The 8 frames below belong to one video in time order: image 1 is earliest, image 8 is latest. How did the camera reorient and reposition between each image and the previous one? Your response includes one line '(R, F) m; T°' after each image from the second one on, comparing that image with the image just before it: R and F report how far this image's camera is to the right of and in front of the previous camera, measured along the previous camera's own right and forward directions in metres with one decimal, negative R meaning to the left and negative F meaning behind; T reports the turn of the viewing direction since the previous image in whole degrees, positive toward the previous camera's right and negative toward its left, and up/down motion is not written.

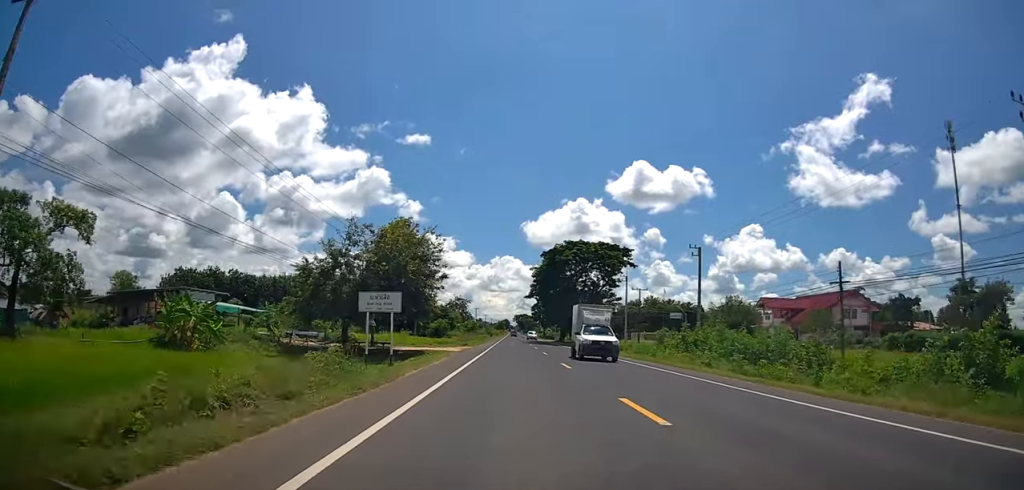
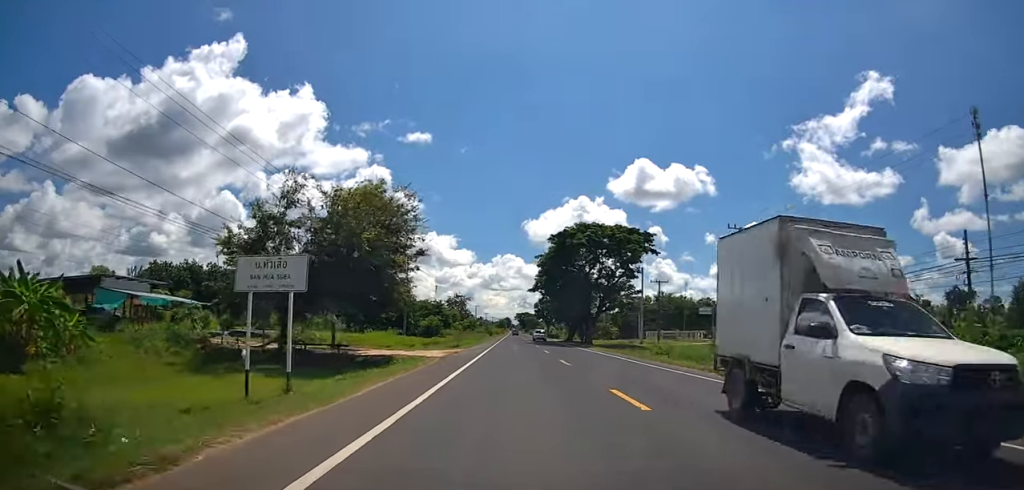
(-0.5, +11.0) m; 0°
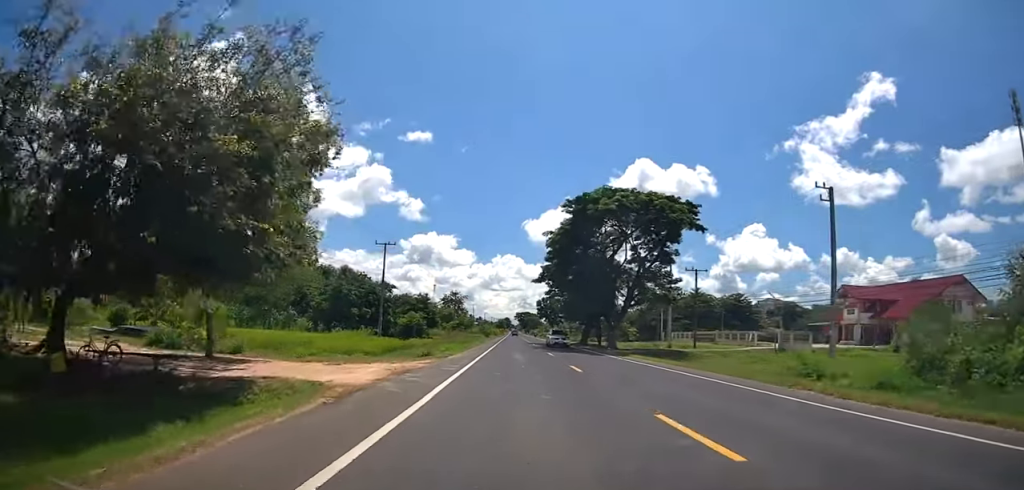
(-0.2, +15.7) m; +1°
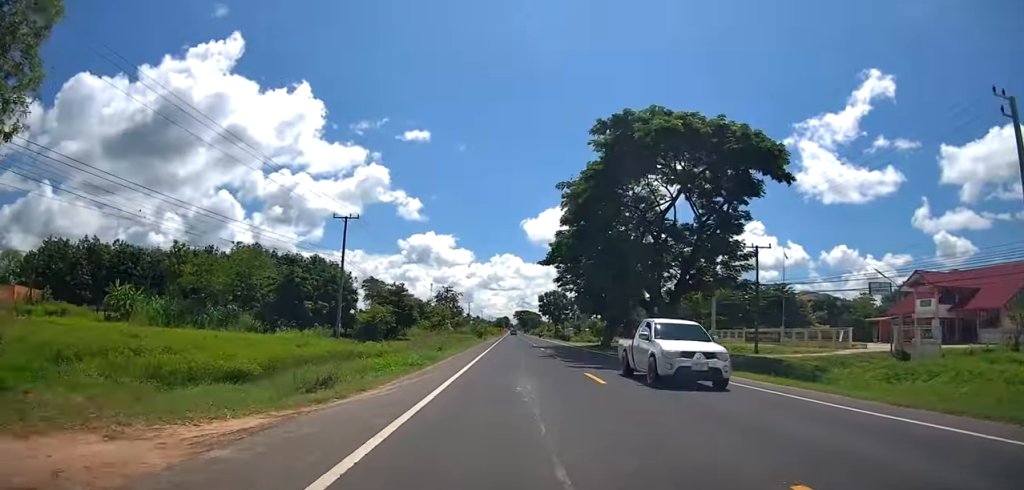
(+0.5, +16.4) m; +2°
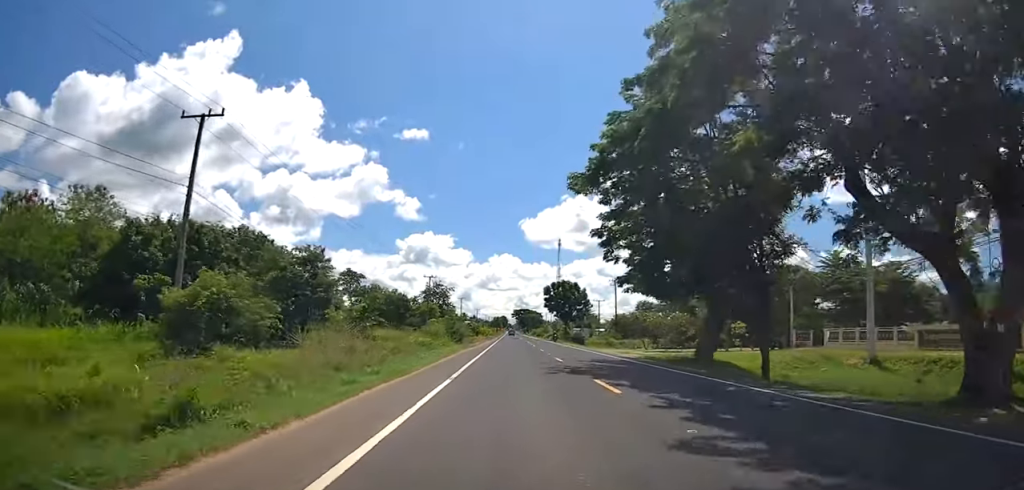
(0.0, +26.5) m; 0°
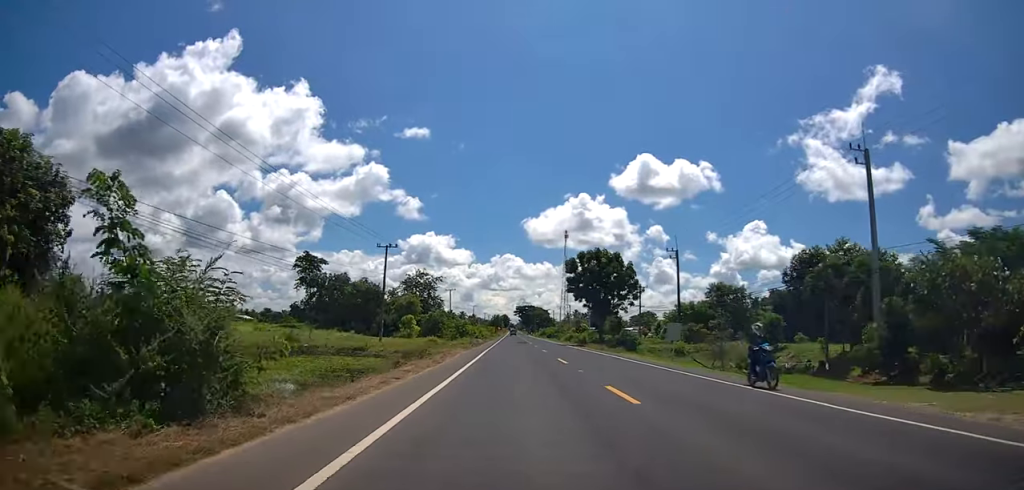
(+0.1, +38.6) m; 0°
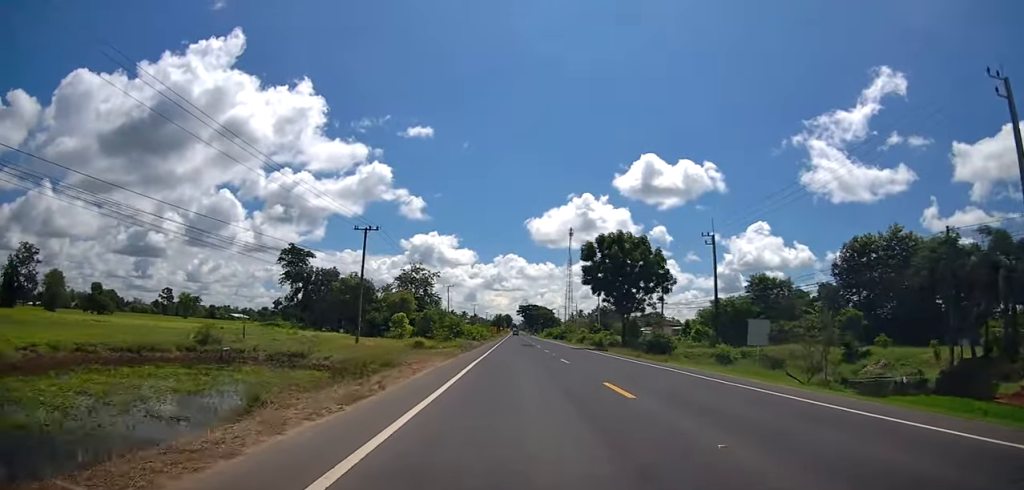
(0.0, +11.5) m; 0°
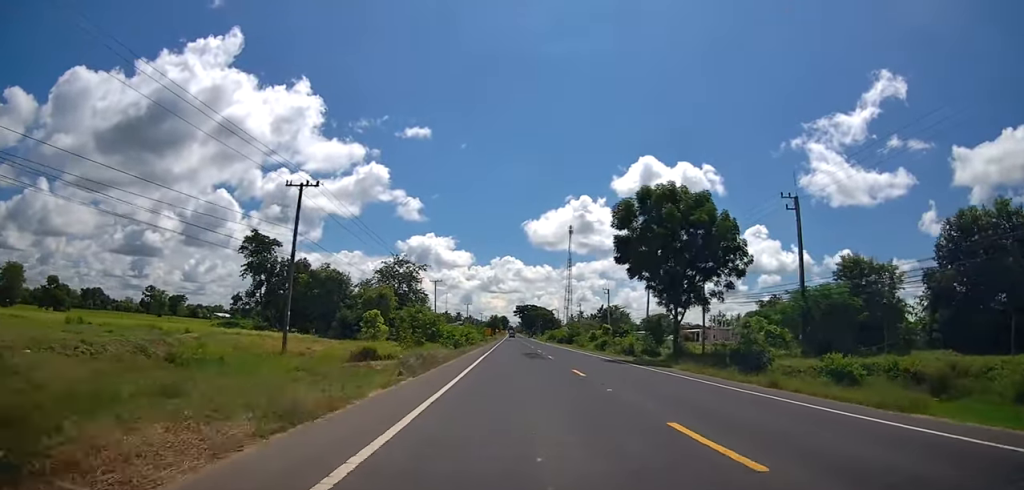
(0.0, +17.8) m; 0°
